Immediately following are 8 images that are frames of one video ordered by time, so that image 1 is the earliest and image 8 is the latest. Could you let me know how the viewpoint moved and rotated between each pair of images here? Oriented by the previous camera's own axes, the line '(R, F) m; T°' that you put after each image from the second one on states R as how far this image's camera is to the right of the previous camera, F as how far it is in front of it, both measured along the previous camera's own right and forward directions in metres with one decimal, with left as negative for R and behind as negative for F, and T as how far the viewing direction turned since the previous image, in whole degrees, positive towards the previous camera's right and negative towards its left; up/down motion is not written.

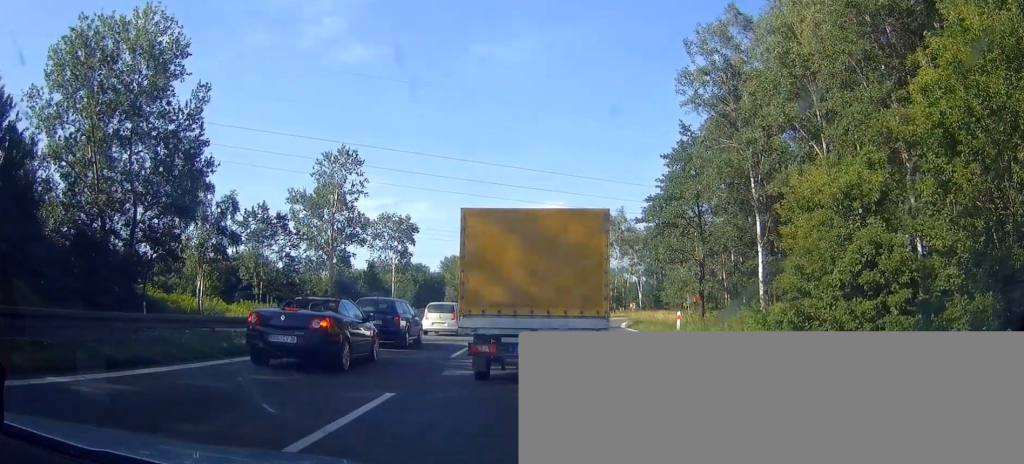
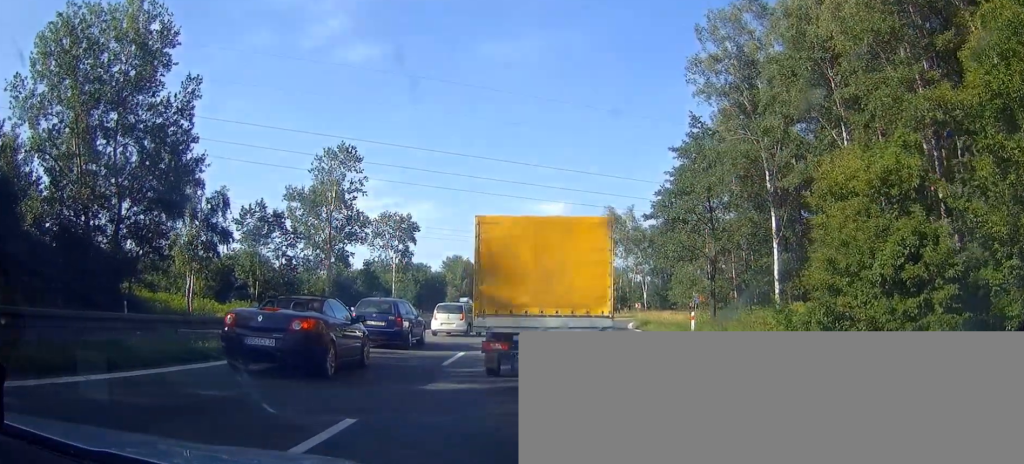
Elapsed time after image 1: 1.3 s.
(-0.1, +2.9) m; +5°
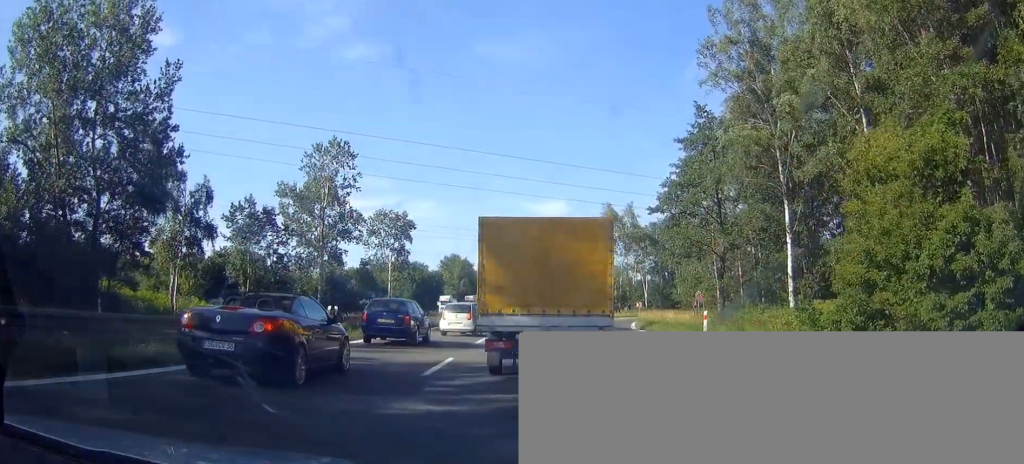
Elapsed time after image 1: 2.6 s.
(+0.3, +2.7) m; +2°
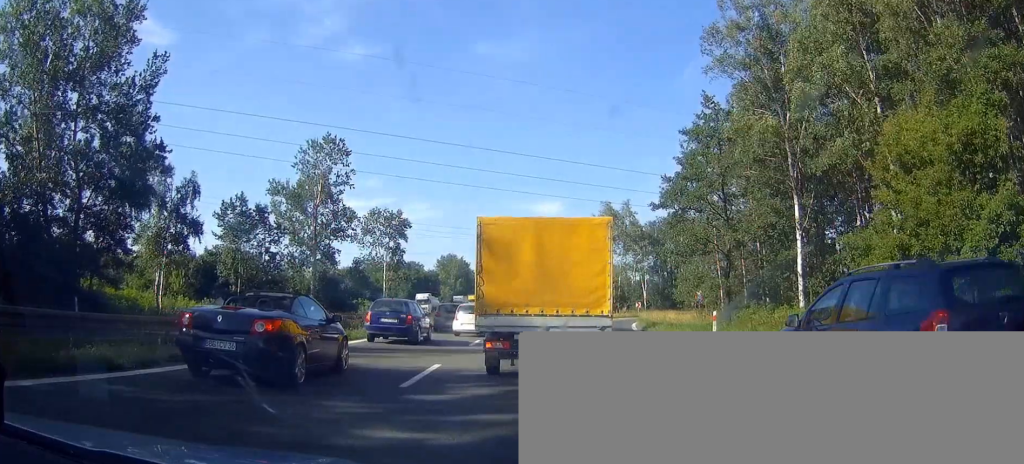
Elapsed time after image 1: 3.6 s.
(-0.1, +2.1) m; -2°
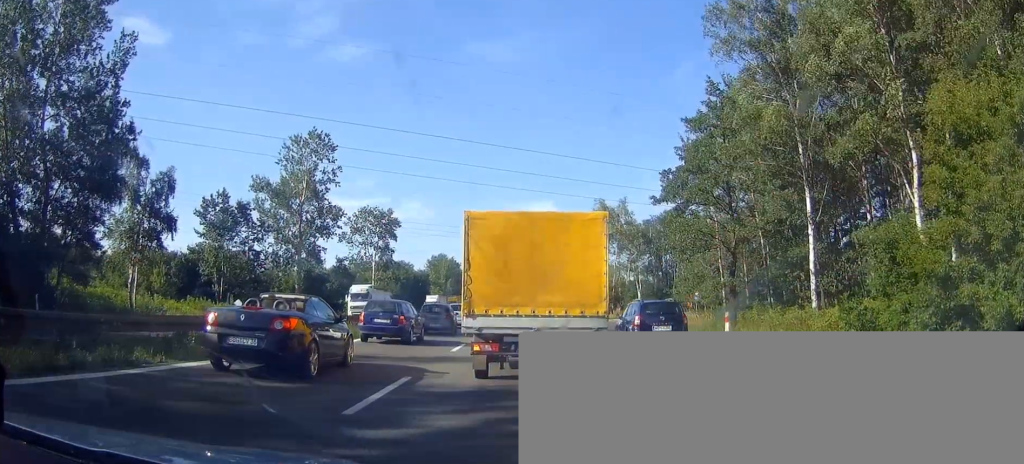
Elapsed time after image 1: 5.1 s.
(+0.1, +3.2) m; +3°
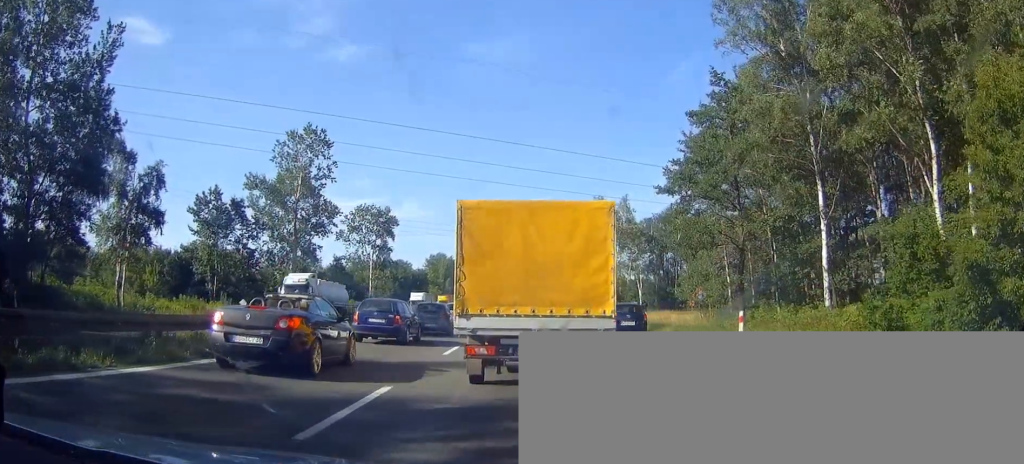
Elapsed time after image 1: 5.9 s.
(0.0, +1.7) m; -4°
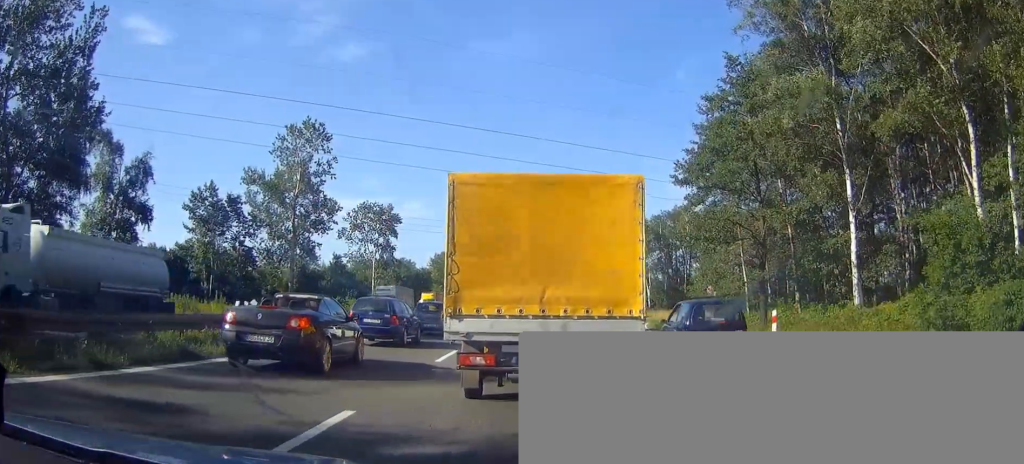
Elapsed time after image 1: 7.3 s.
(-0.2, +2.8) m; -3°
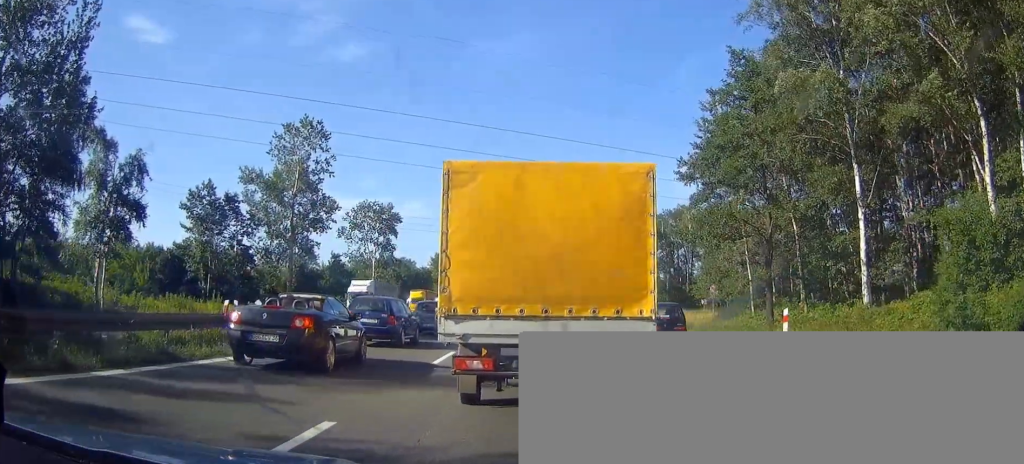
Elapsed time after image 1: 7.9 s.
(0.0, +1.0) m; +2°
